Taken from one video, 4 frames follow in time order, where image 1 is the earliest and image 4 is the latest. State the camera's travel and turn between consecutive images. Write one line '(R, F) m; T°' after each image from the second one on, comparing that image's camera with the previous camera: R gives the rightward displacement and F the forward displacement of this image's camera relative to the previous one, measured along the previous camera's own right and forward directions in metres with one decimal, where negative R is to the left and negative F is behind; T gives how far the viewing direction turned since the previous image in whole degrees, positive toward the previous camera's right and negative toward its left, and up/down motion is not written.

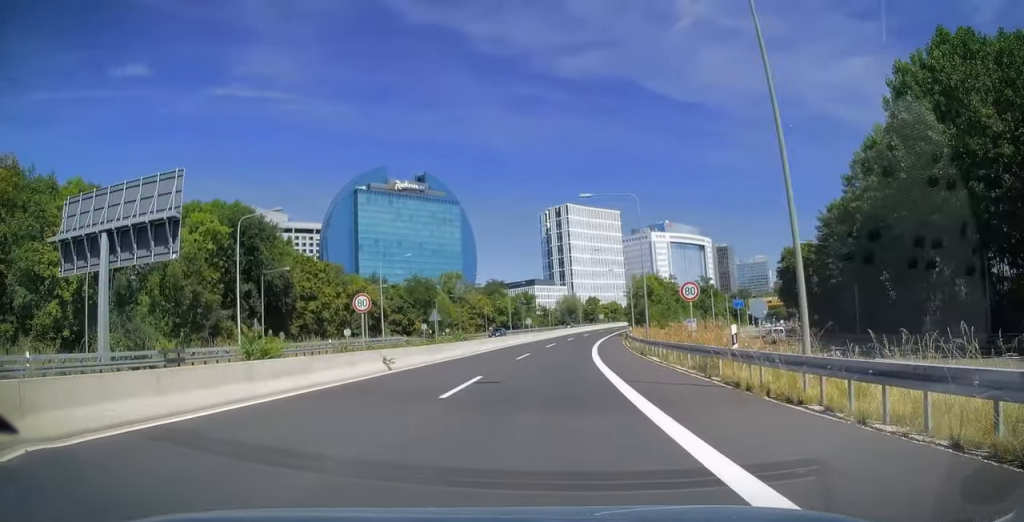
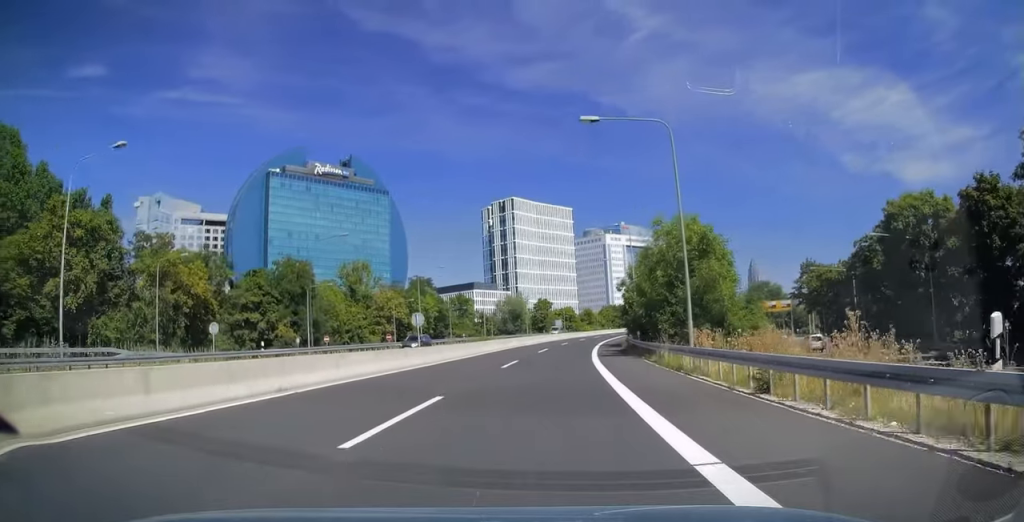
(+2.2, +41.8) m; +6°
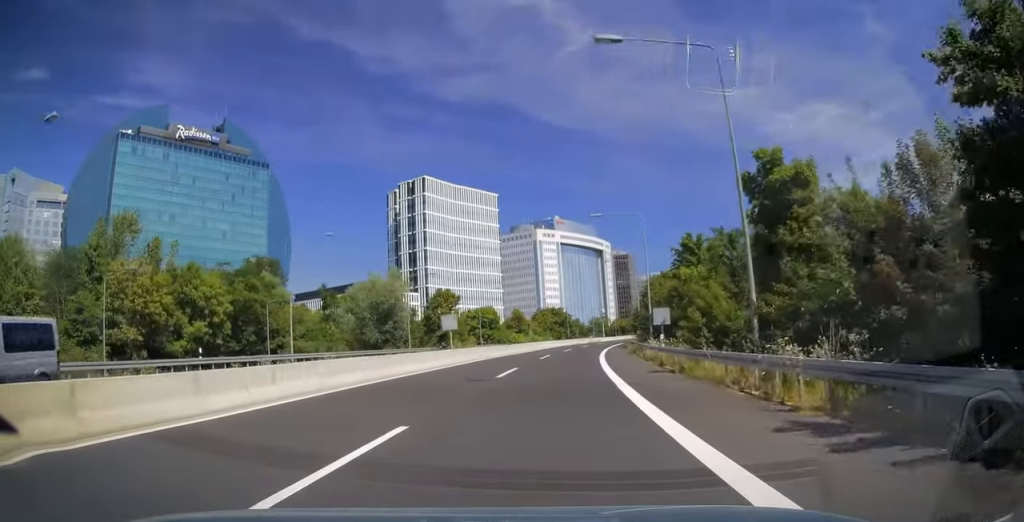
(+3.0, +58.1) m; +7°
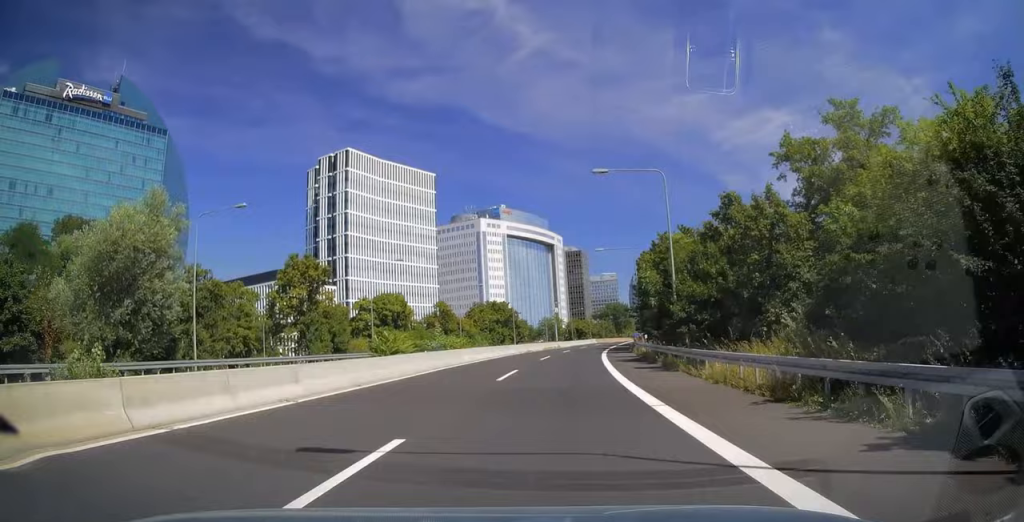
(+1.8, +36.6) m; +6°
